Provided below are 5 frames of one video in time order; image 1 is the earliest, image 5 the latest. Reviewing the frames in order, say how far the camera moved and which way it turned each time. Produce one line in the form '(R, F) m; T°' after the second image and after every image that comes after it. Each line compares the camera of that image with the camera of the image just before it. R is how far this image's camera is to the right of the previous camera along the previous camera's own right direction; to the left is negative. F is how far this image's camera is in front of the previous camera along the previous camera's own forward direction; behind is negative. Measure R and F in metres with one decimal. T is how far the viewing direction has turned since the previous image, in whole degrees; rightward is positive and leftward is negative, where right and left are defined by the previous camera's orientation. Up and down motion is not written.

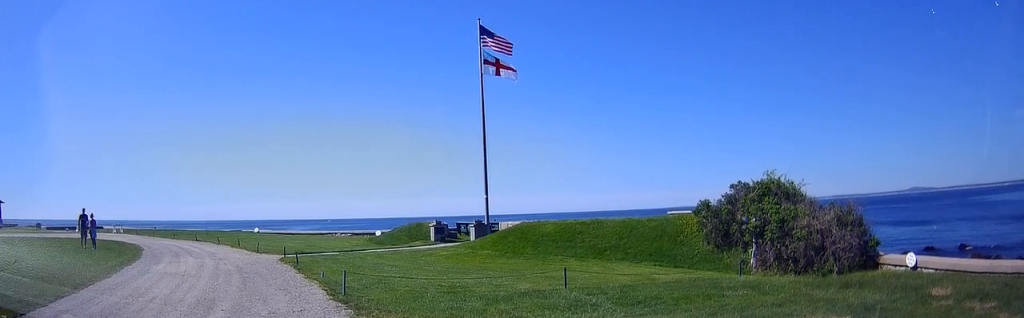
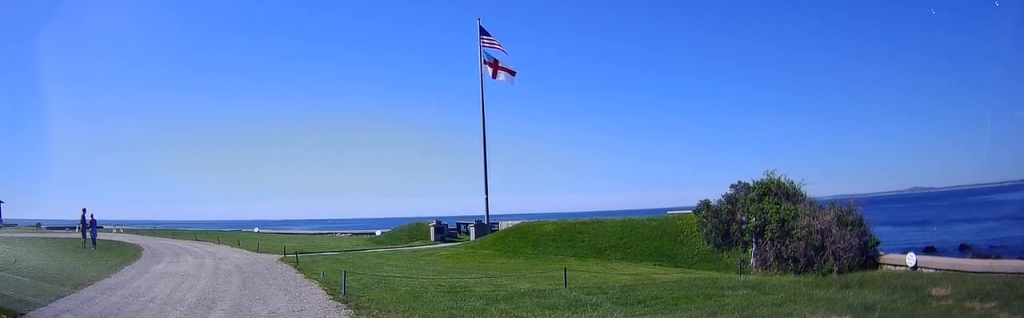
(0.0, 0.0) m; 0°
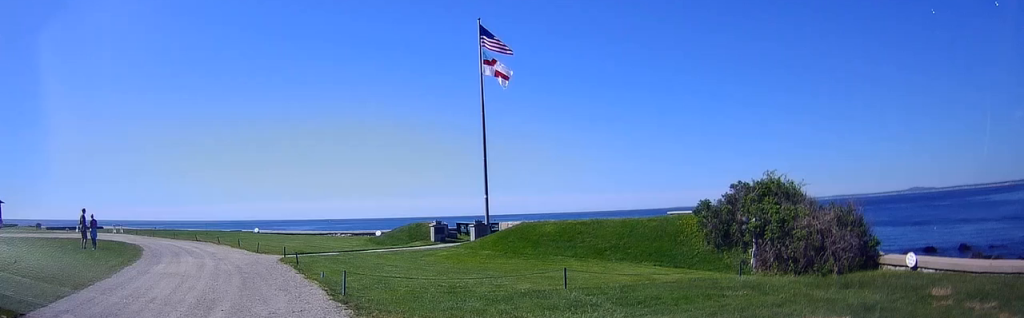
(0.0, 0.0) m; 0°
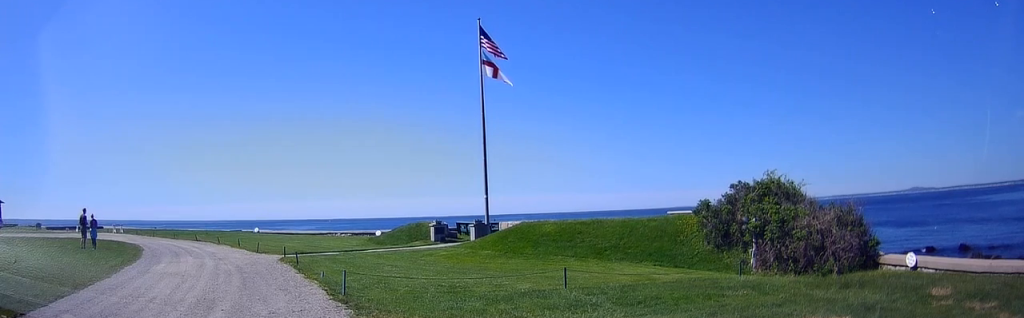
(0.0, 0.0) m; 0°
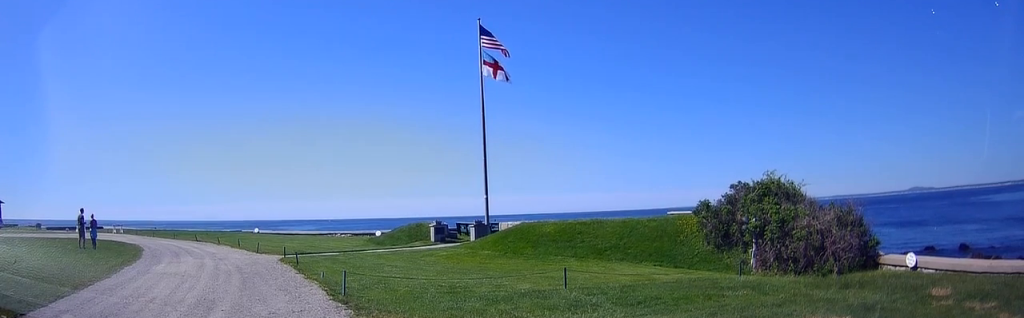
(0.0, 0.0) m; 0°
